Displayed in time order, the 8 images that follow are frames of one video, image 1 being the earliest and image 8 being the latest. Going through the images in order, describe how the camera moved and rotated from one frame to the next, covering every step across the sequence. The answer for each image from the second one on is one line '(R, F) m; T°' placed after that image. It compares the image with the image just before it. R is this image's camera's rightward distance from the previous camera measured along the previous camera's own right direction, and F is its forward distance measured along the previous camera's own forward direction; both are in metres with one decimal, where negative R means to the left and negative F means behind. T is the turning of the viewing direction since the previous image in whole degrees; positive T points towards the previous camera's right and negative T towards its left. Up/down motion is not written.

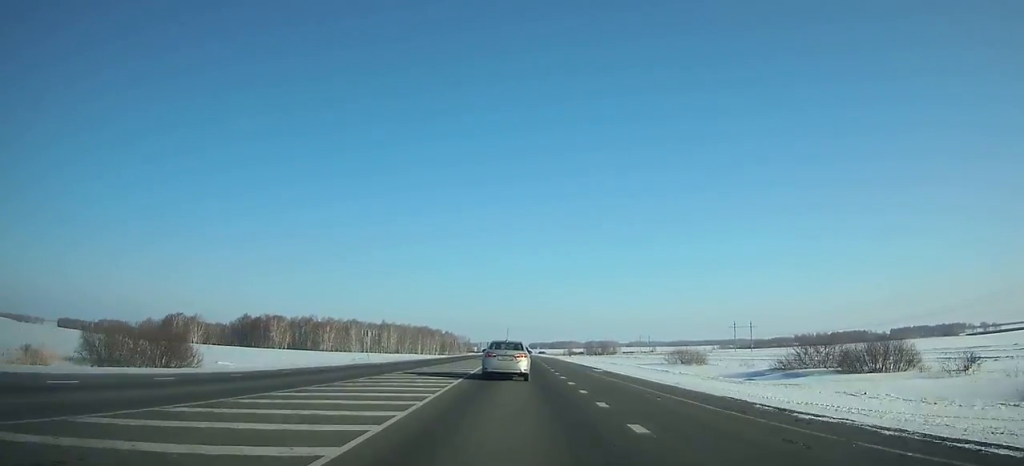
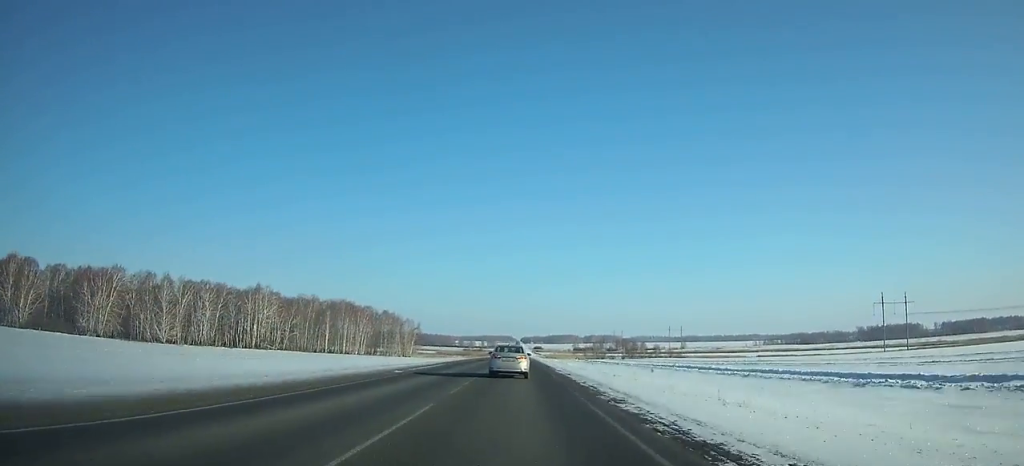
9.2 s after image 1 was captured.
(-0.4, +200.9) m; 0°
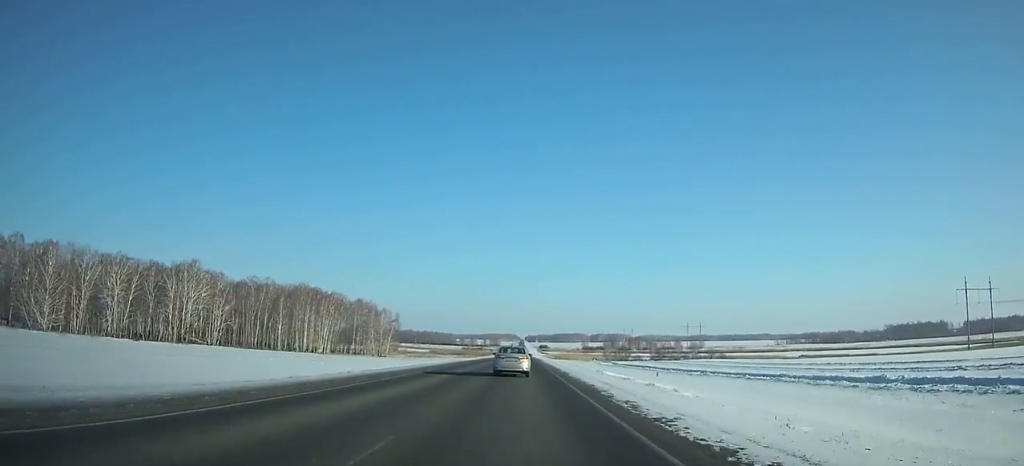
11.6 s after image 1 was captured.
(+0.1, +53.1) m; 0°
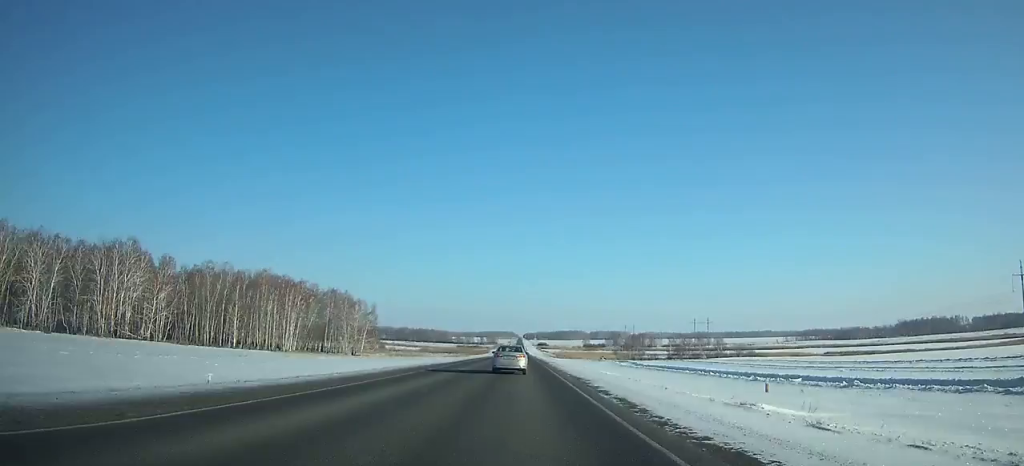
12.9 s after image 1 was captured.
(0.0, +29.2) m; 0°
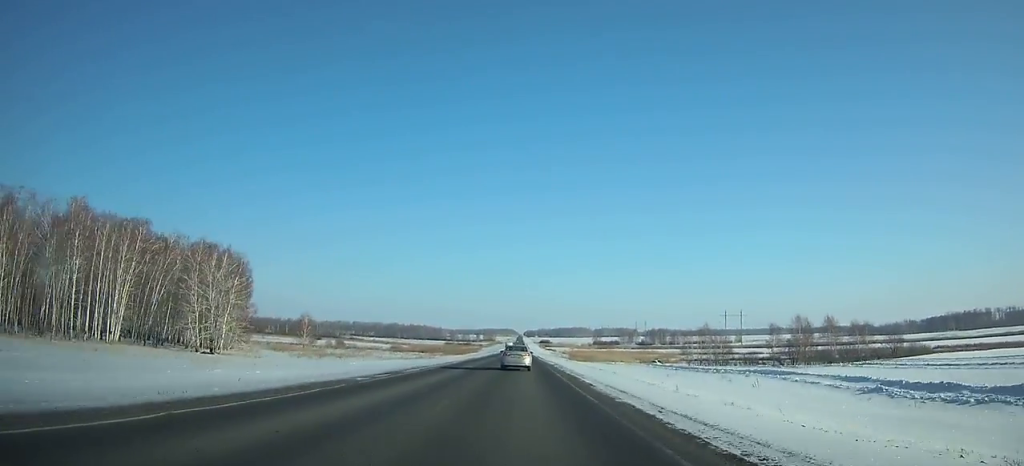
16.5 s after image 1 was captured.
(+0.1, +82.9) m; 0°
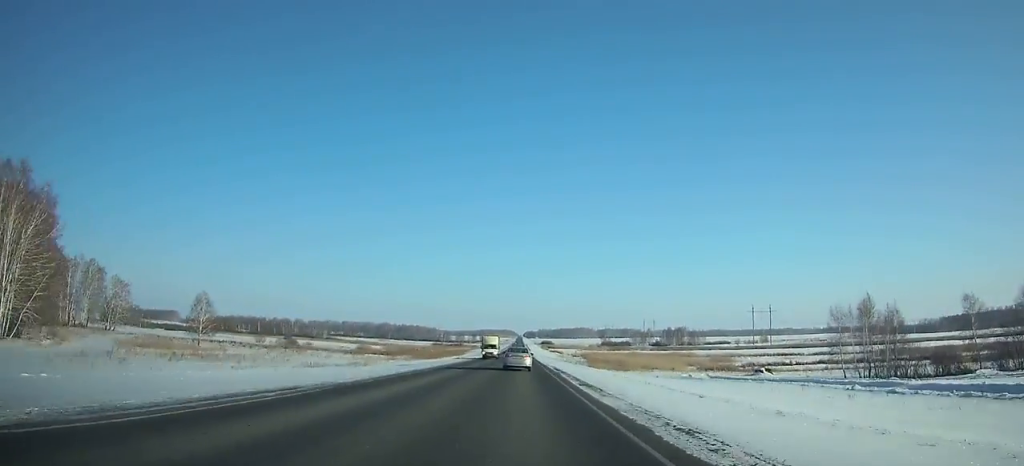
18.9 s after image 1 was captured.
(+0.1, +57.0) m; 0°
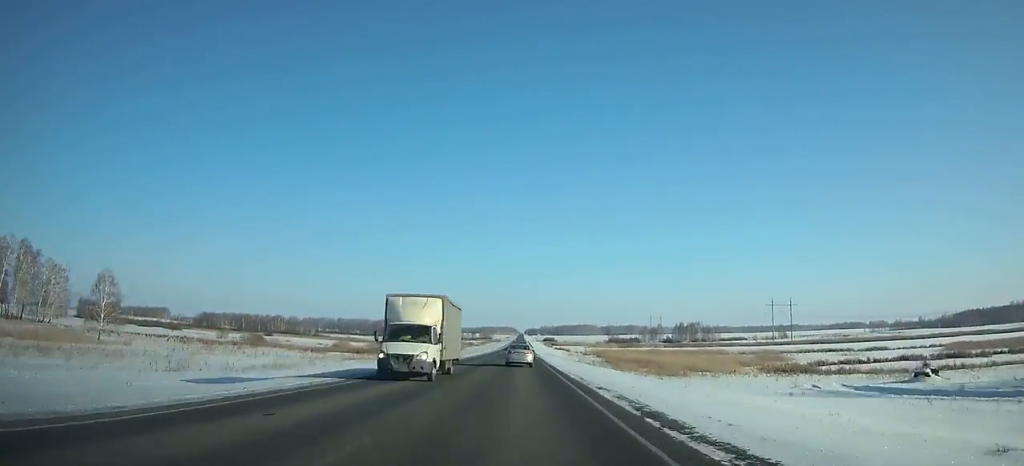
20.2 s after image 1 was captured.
(0.0, +31.1) m; 0°
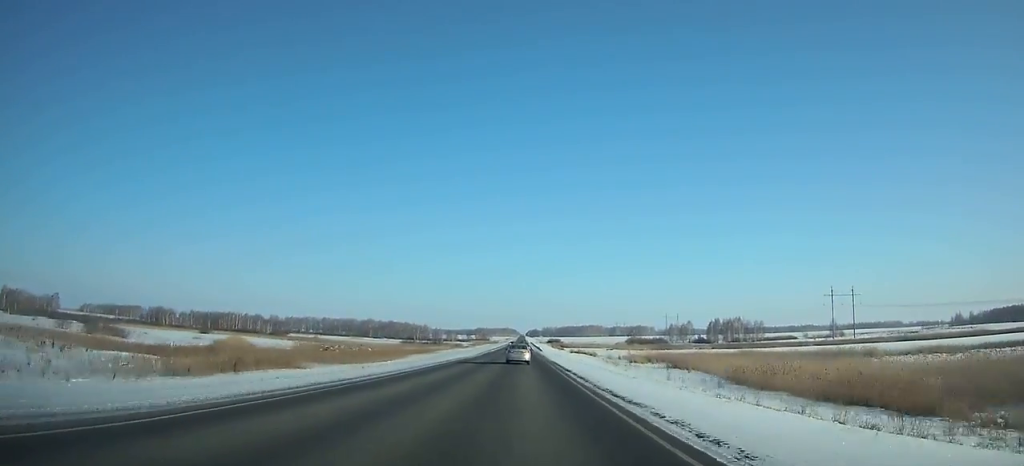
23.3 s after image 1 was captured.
(-0.3, +75.4) m; 0°
